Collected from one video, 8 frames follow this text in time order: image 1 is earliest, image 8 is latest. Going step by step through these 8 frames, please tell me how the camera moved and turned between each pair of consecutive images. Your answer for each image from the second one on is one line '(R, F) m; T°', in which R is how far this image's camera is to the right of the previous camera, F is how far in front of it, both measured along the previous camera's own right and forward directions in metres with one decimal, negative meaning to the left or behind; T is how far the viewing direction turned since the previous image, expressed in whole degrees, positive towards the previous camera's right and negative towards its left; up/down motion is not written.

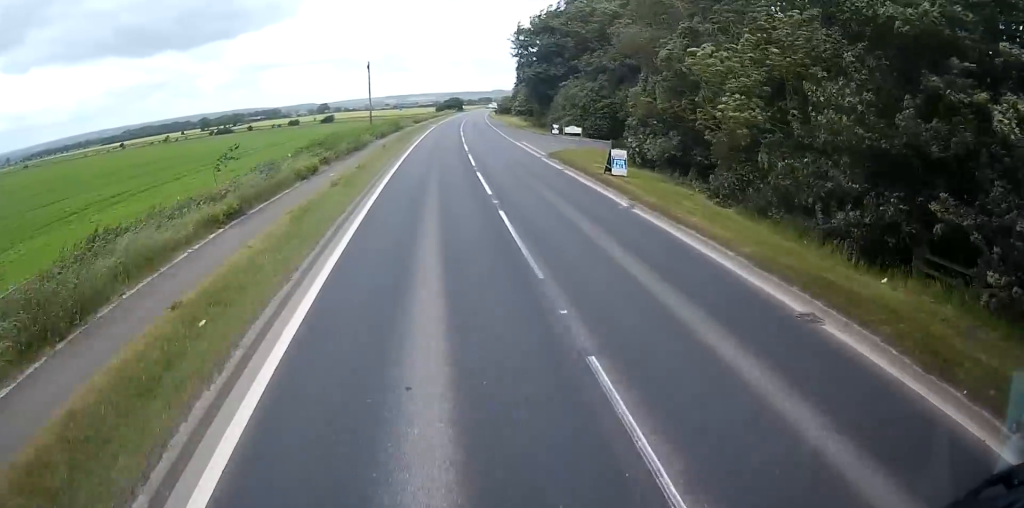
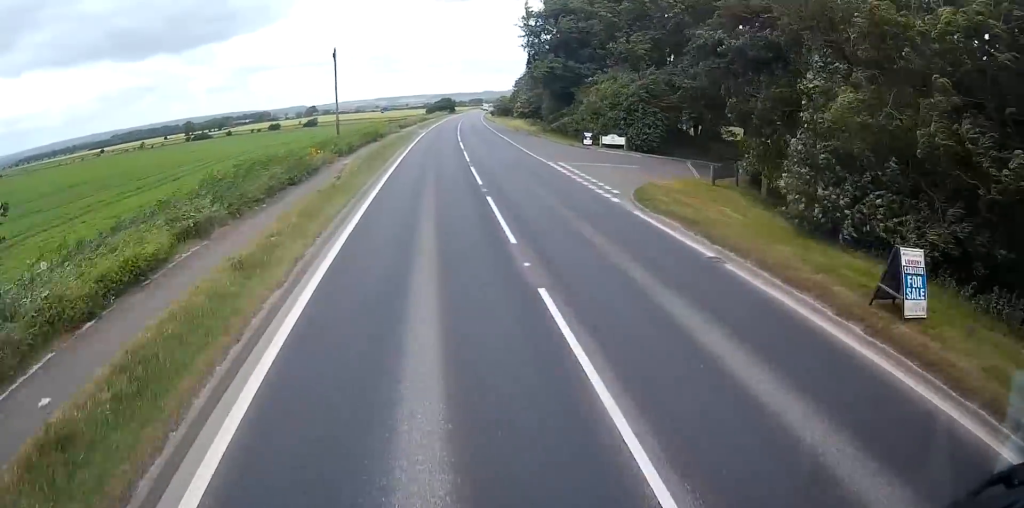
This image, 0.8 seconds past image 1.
(+0.1, +15.4) m; 0°
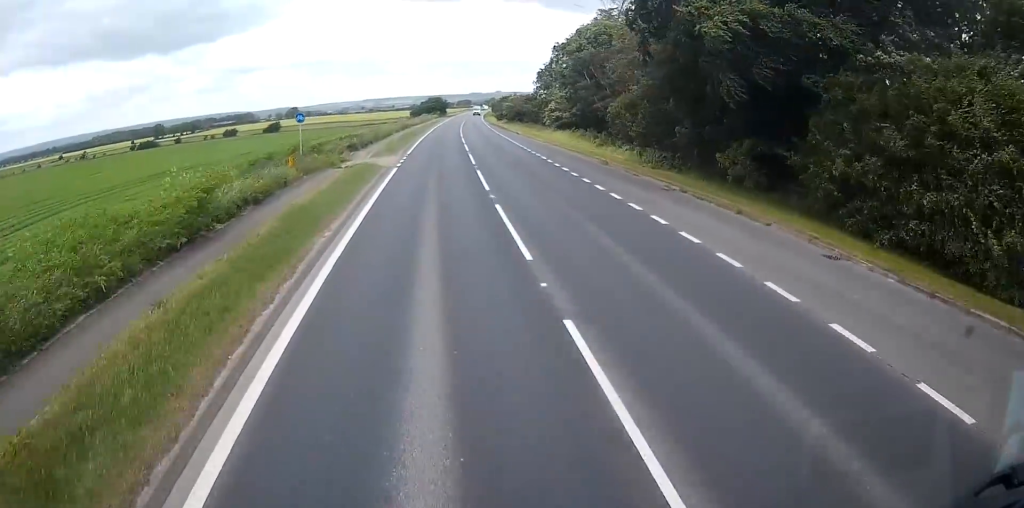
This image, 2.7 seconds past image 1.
(+0.2, +37.0) m; +1°
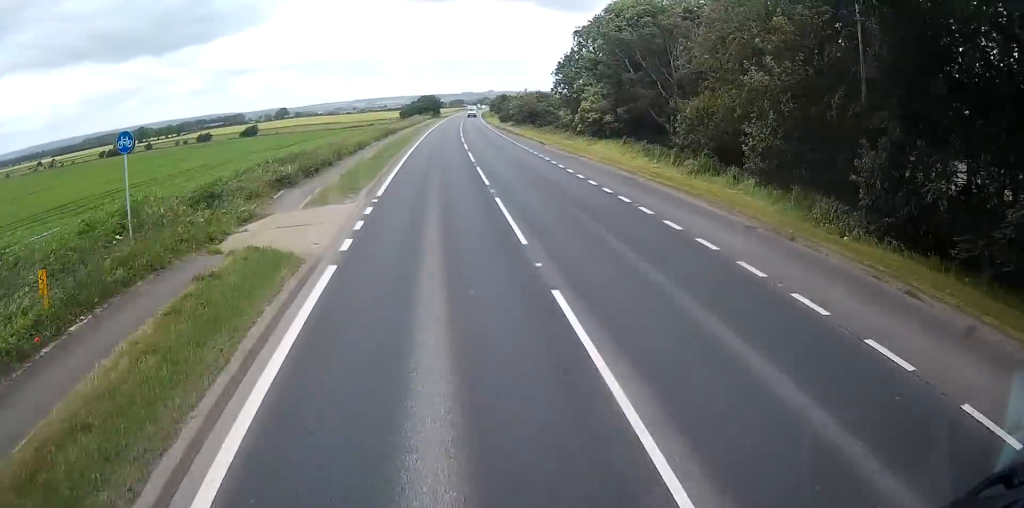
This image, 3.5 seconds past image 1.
(+0.1, +16.6) m; 0°
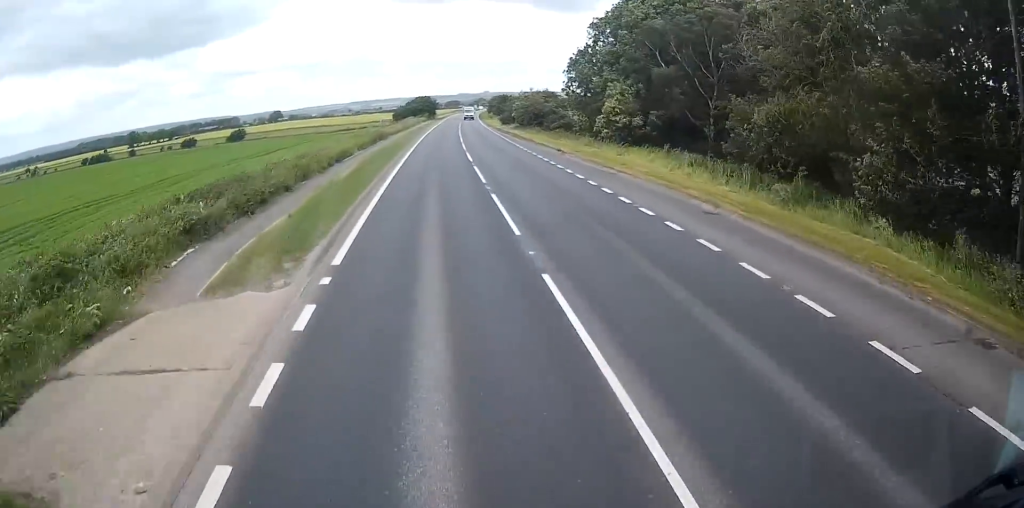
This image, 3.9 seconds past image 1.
(0.0, +8.0) m; 0°
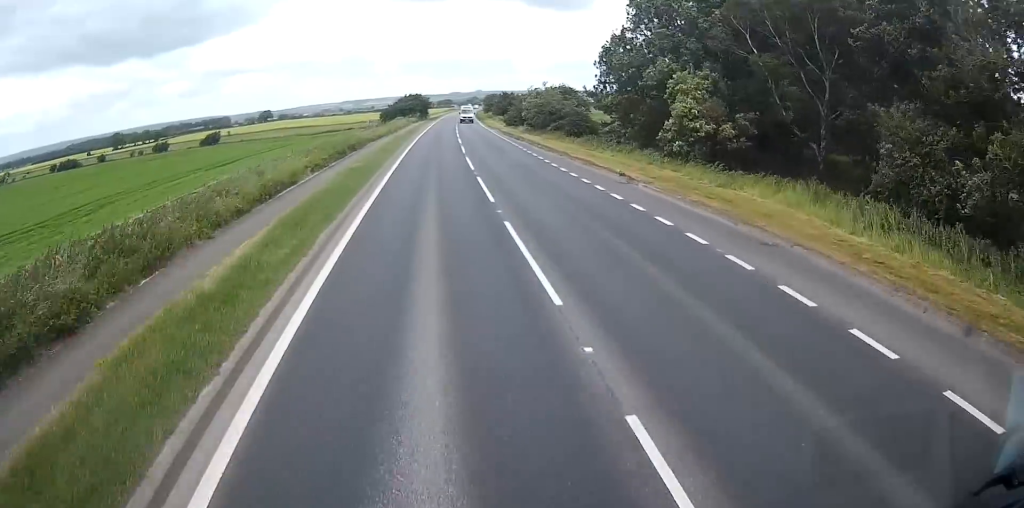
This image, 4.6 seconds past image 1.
(0.0, +13.4) m; 0°
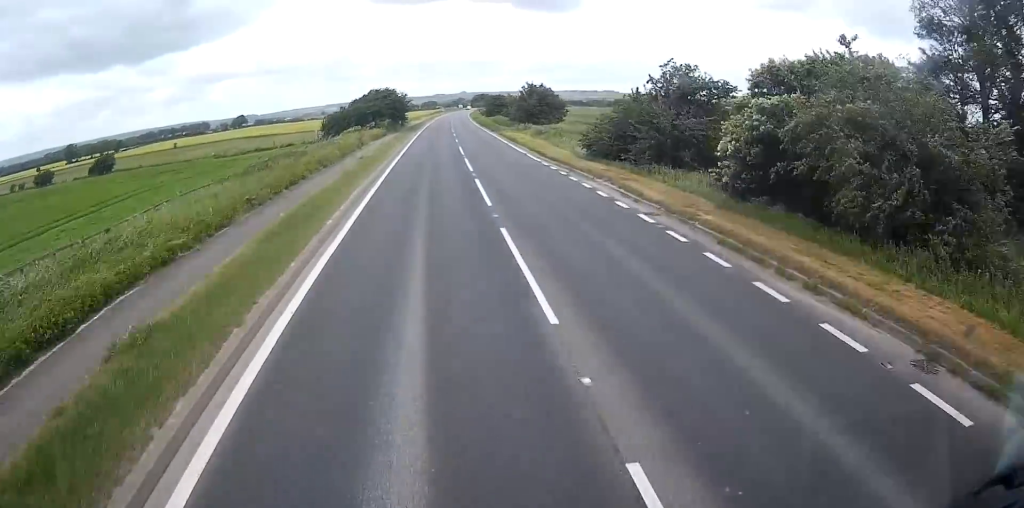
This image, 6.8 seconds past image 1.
(+1.0, +45.1) m; +3°
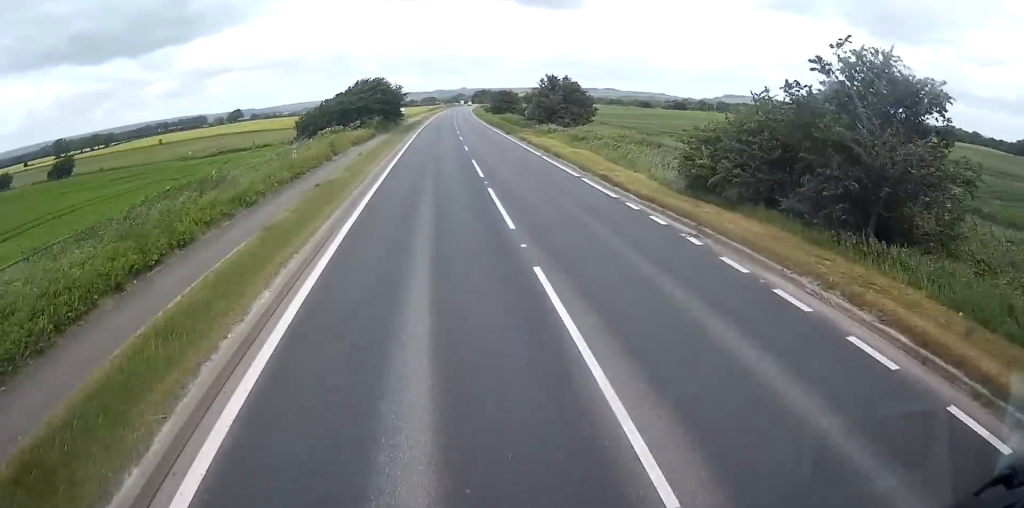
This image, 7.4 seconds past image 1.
(0.0, +12.8) m; +1°
